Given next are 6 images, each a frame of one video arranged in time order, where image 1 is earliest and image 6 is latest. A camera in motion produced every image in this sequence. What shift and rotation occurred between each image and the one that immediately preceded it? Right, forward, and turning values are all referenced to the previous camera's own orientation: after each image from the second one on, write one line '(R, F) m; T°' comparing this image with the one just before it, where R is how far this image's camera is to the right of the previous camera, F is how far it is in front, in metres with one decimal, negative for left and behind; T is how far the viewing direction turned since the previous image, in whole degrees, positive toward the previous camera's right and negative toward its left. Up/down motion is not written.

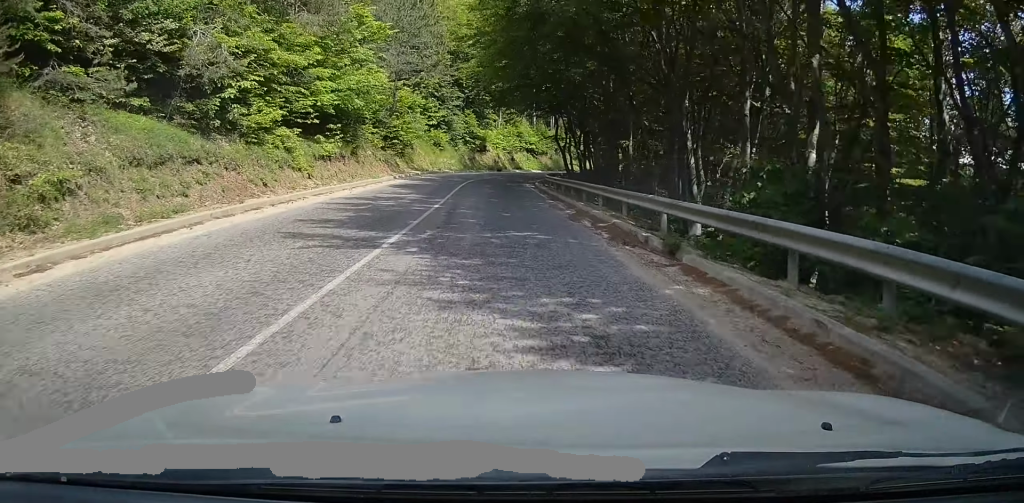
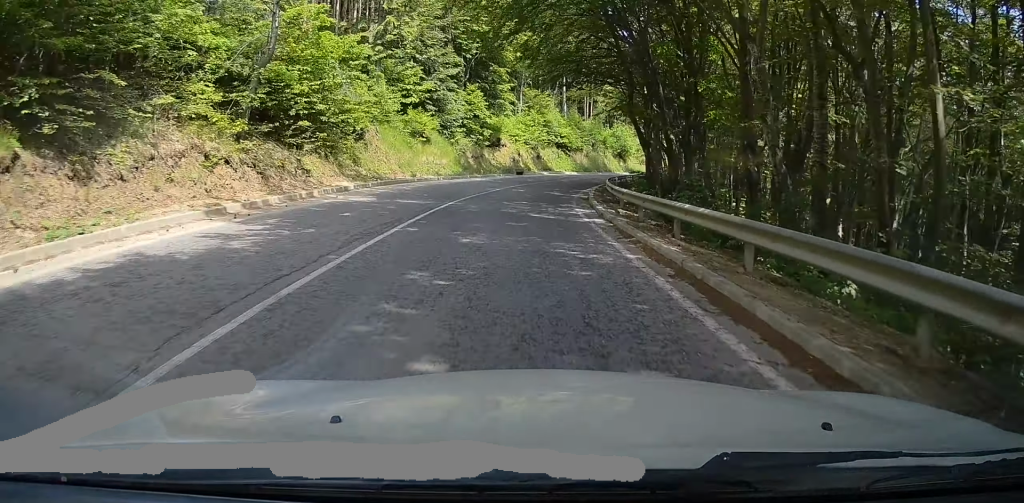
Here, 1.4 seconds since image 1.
(-1.3, +21.1) m; -5°
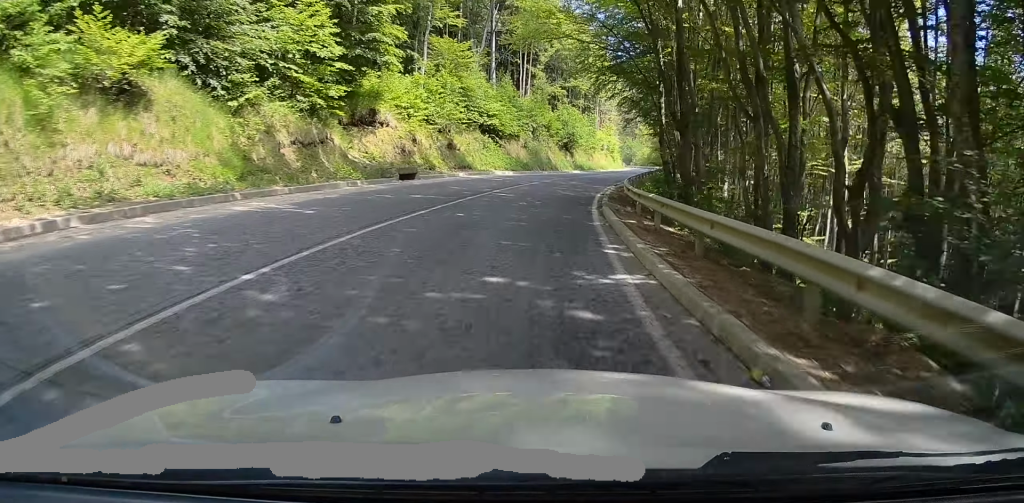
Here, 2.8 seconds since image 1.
(0.0, +22.8) m; +2°
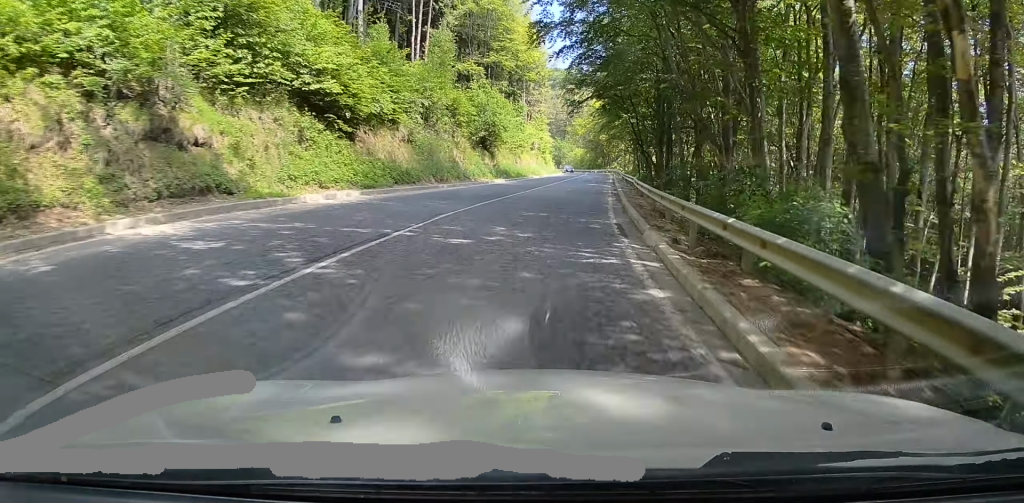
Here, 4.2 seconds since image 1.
(+1.4, +21.8) m; +7°
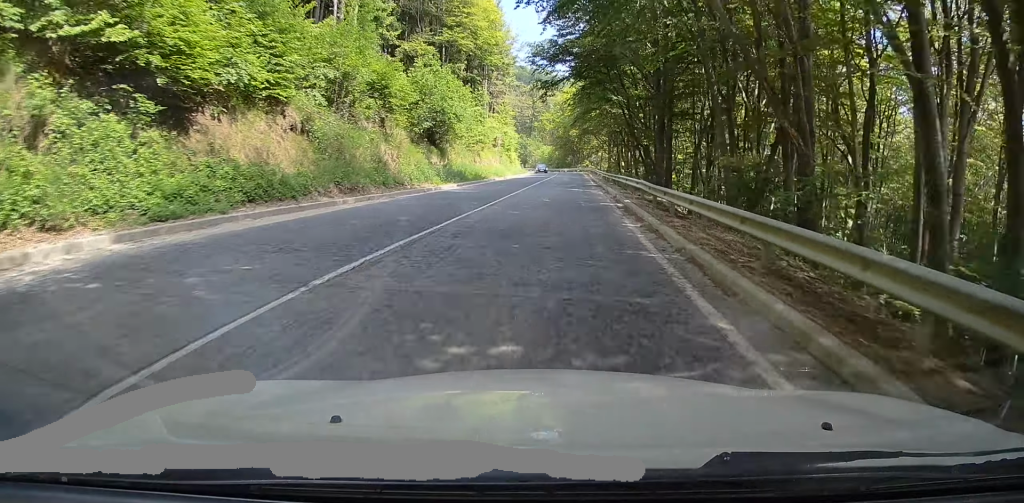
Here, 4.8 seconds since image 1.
(+0.3, +10.8) m; +3°
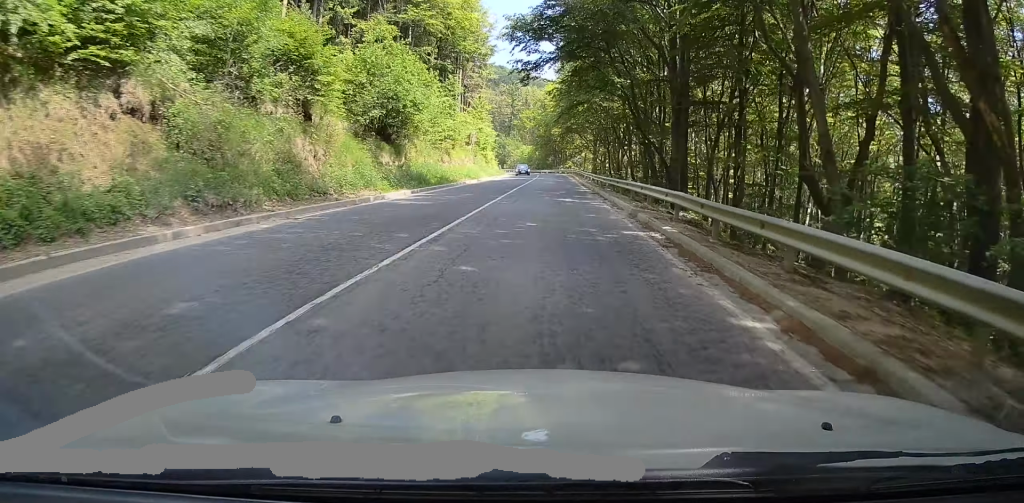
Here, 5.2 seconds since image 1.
(+0.2, +8.3) m; +1°
